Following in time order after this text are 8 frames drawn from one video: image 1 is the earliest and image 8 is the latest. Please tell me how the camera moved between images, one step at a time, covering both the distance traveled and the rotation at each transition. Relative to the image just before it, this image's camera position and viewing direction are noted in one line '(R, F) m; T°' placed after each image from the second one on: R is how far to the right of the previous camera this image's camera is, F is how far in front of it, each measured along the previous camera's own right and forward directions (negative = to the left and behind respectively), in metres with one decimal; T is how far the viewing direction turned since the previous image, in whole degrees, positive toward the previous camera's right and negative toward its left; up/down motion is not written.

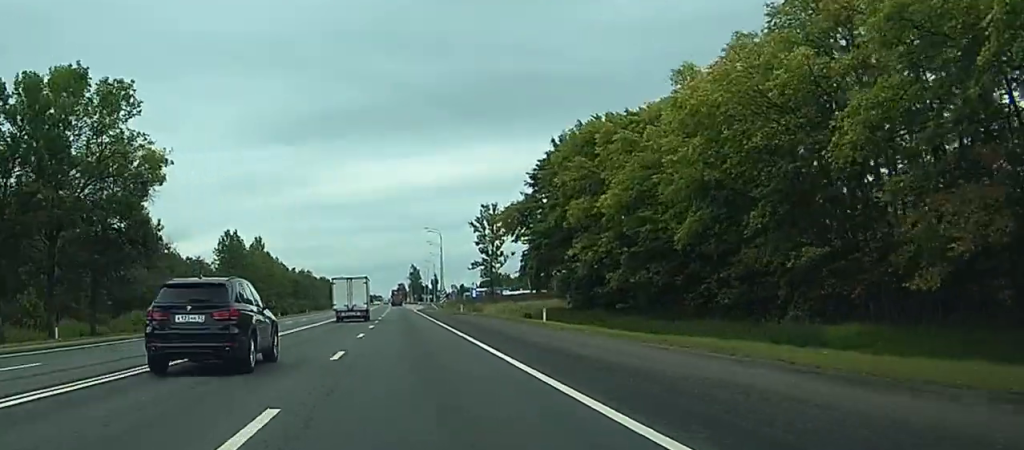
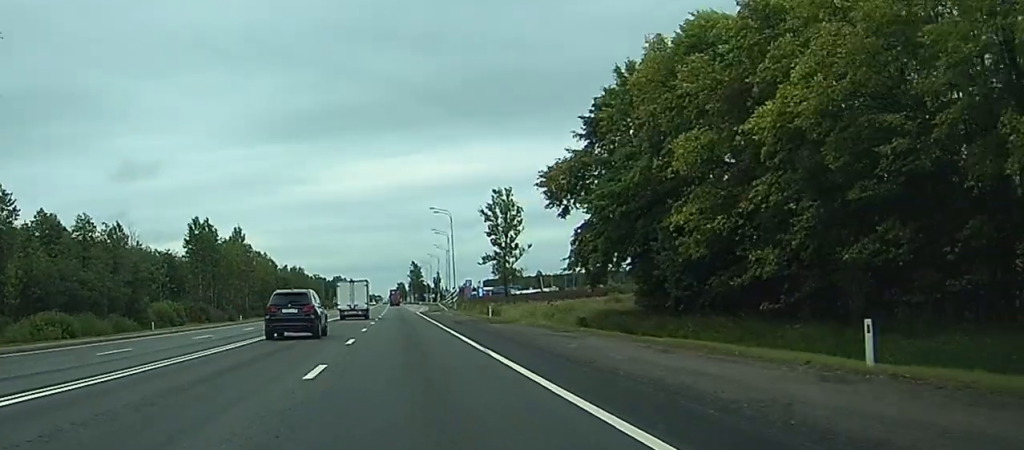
(-0.1, +28.5) m; 0°
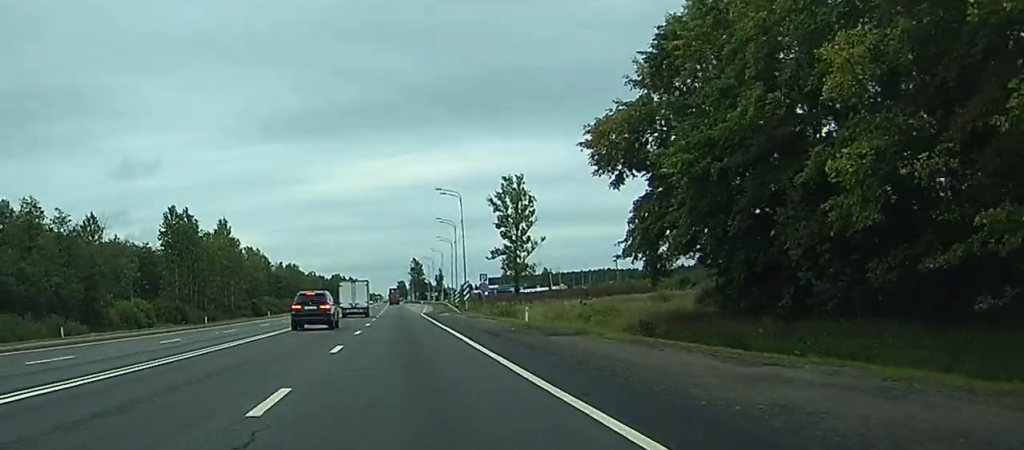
(0.0, +16.9) m; 0°
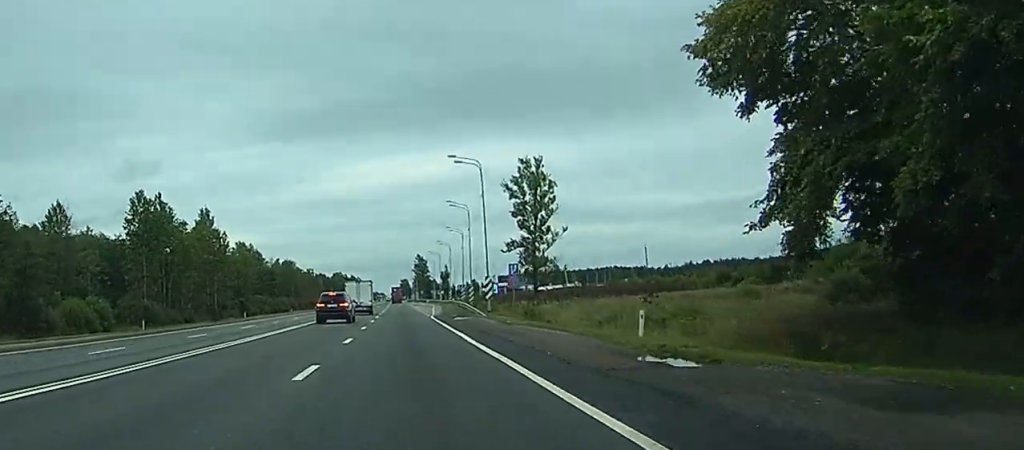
(0.0, +19.9) m; 0°
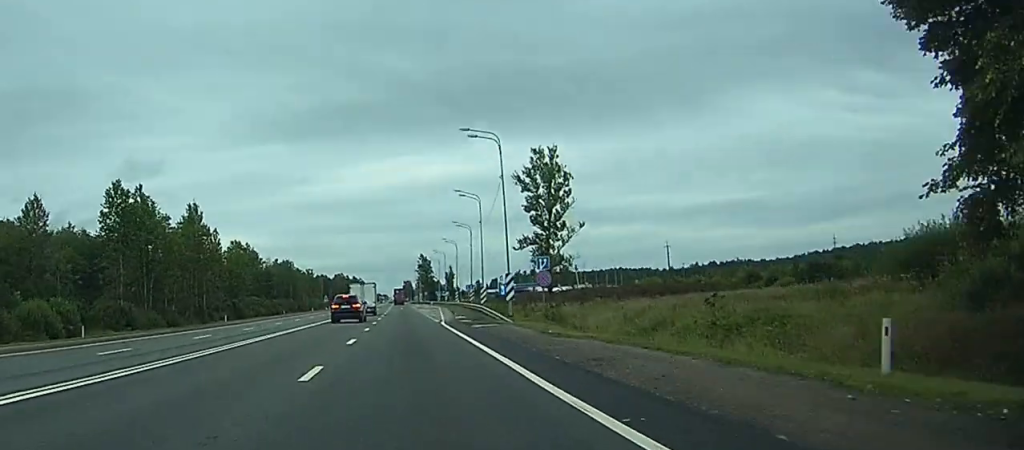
(-0.1, +11.4) m; 0°
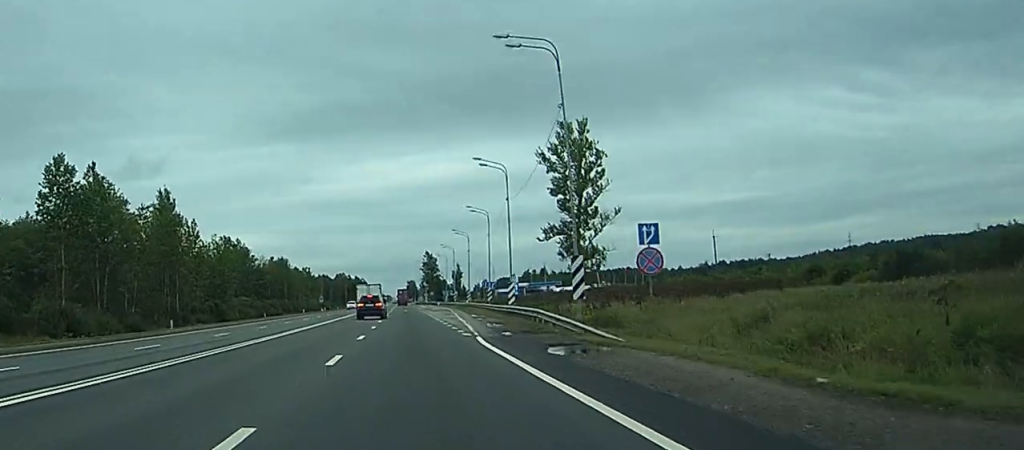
(0.0, +20.5) m; 0°
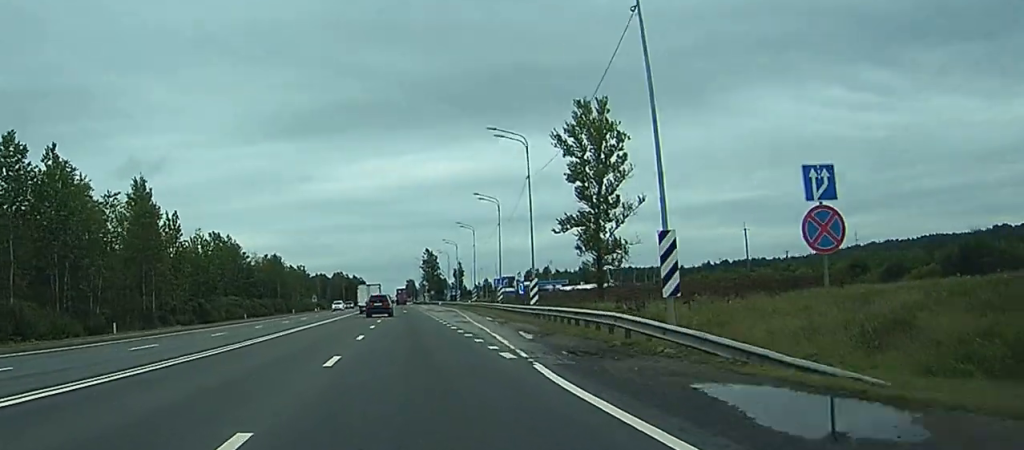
(0.0, +12.1) m; 0°
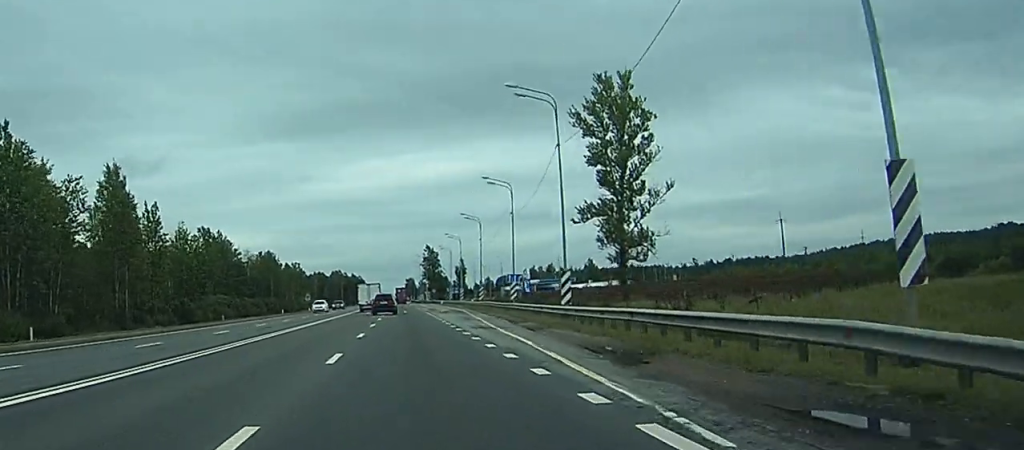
(0.0, +11.3) m; 0°
